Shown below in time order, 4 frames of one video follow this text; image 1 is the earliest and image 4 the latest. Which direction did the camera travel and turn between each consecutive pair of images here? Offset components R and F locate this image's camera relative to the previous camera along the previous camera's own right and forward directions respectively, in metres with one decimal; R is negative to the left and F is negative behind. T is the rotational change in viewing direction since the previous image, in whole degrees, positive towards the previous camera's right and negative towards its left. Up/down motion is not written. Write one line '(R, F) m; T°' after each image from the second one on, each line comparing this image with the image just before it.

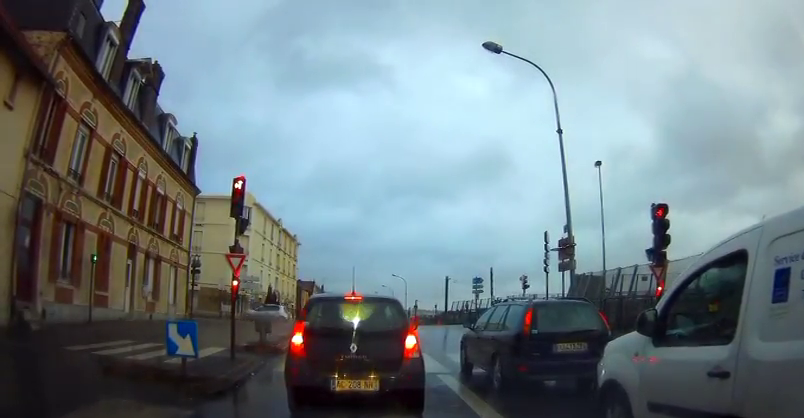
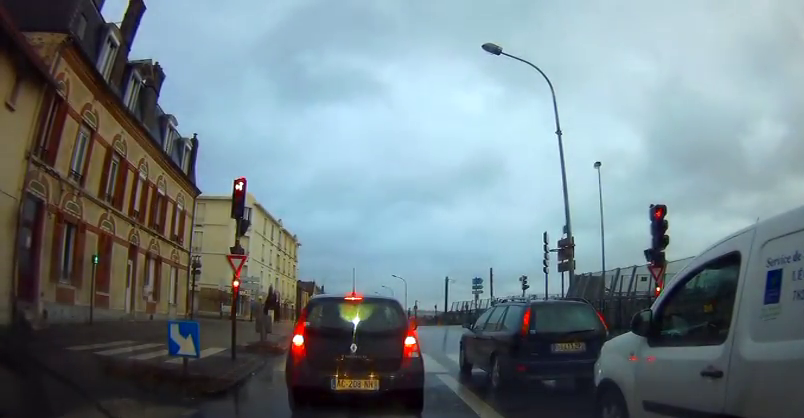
(0.0, +0.1) m; 0°
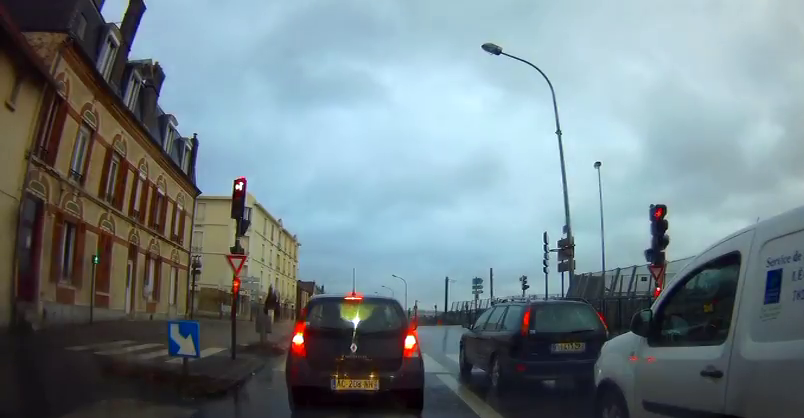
(0.0, 0.0) m; 0°
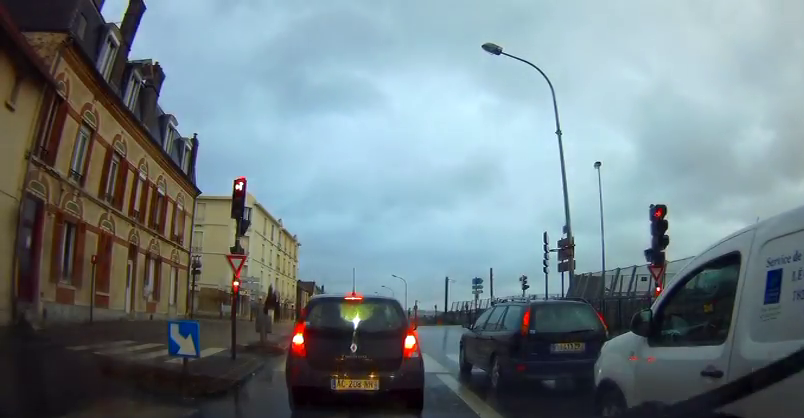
(0.0, 0.0) m; 0°
